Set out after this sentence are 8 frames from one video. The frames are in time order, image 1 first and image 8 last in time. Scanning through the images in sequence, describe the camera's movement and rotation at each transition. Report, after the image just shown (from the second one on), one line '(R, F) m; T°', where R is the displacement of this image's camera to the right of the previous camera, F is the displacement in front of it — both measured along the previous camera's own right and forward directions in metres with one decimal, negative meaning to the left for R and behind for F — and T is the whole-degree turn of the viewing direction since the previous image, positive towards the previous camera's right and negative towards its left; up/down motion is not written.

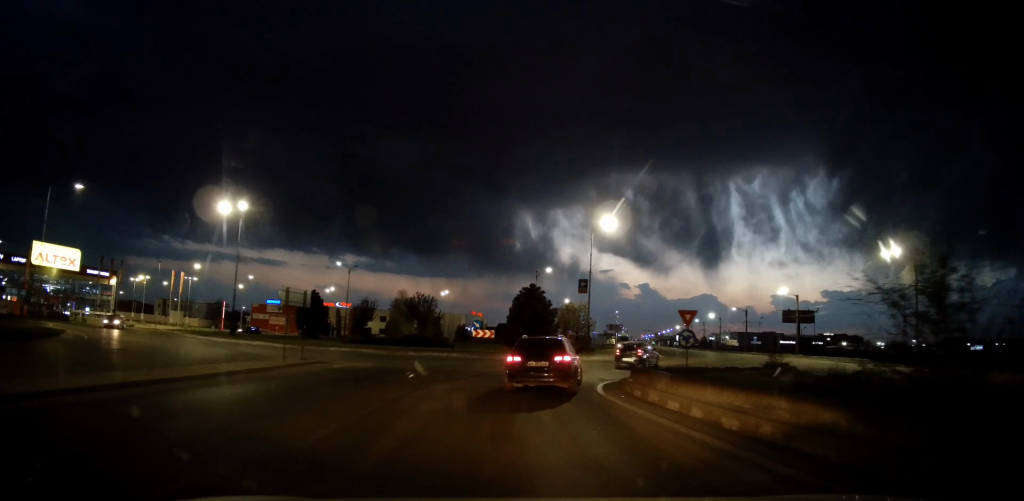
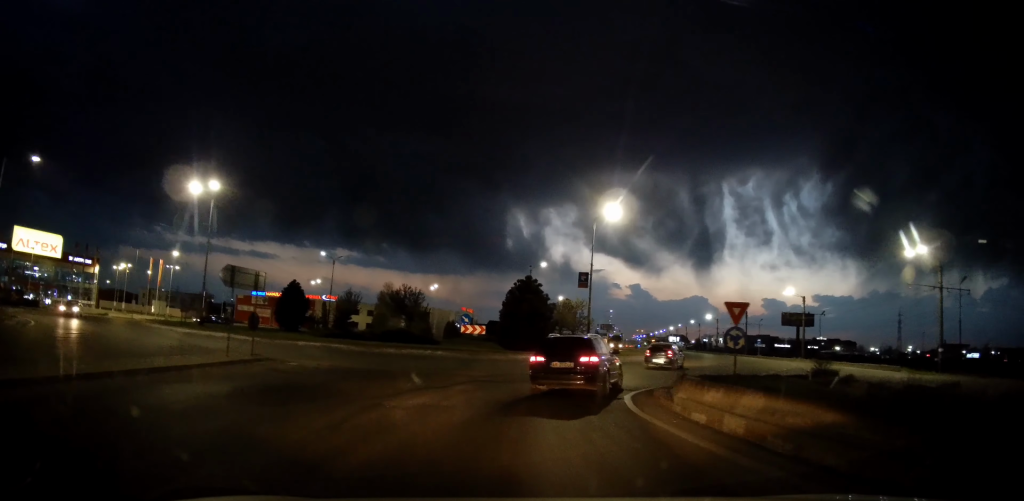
(+0.3, +4.0) m; 0°
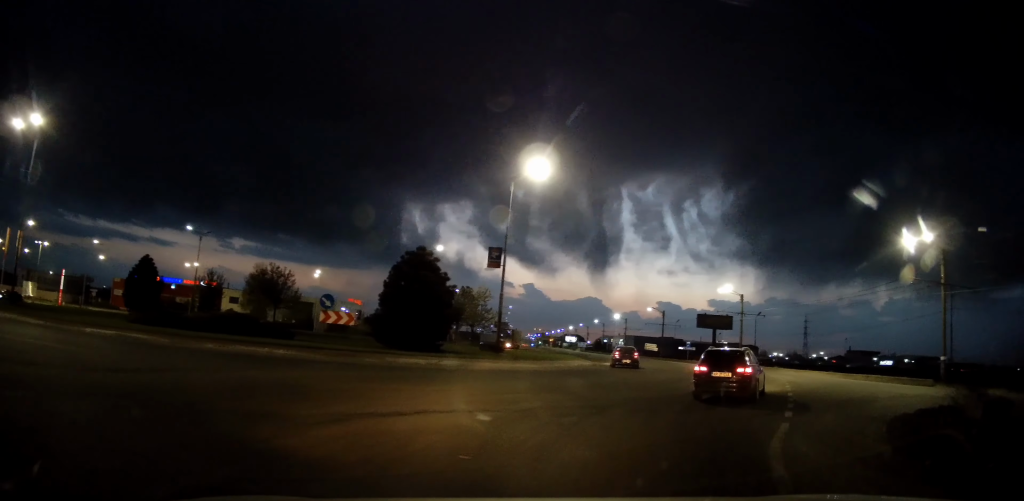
(+0.1, +11.8) m; +8°
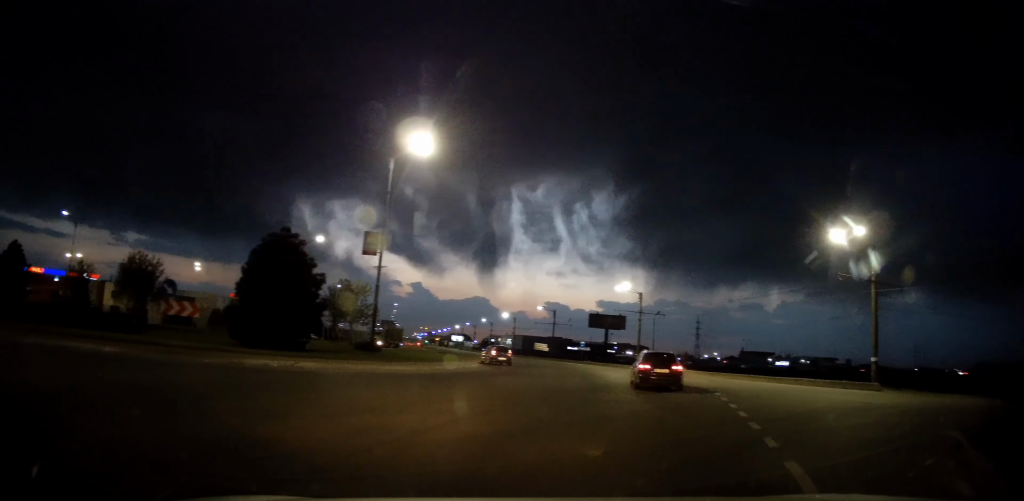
(+0.4, +4.6) m; +13°
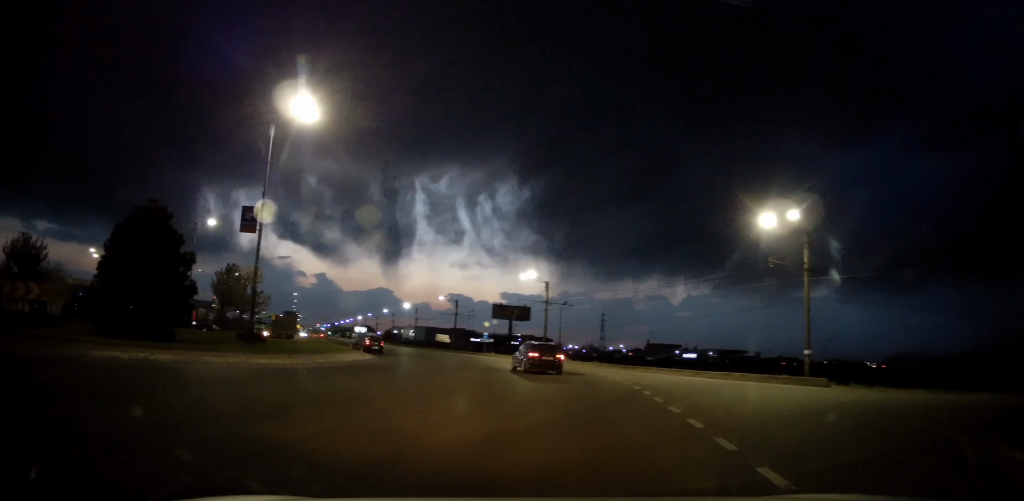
(+0.4, +3.2) m; +14°
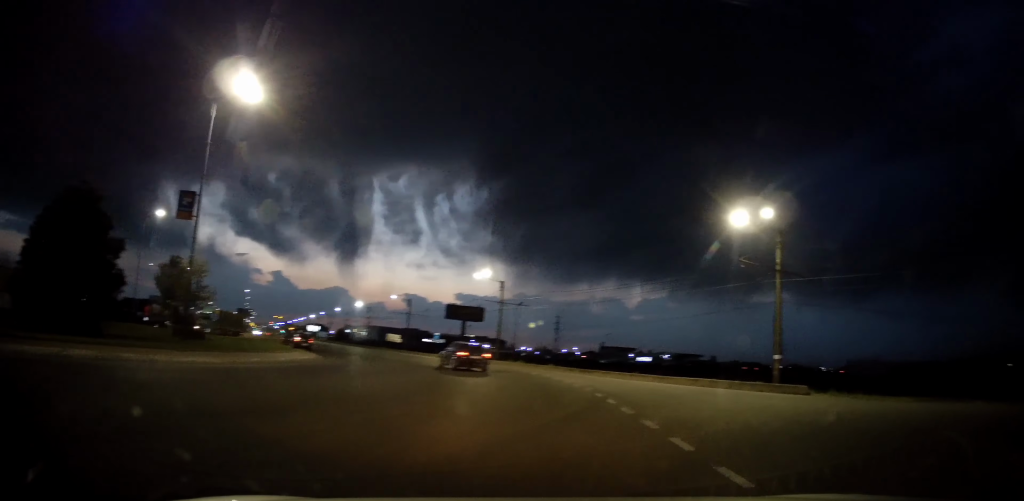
(+0.1, +1.8) m; +6°
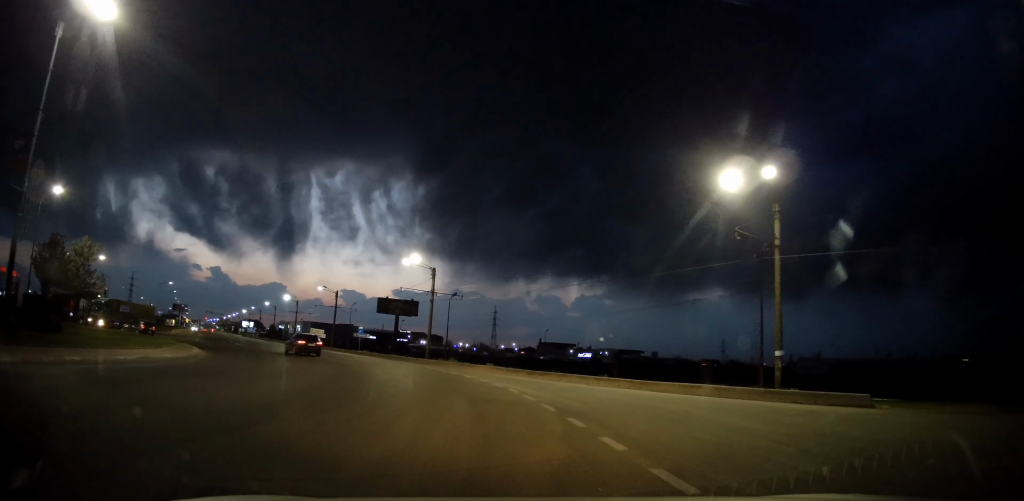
(+0.3, +6.1) m; -1°
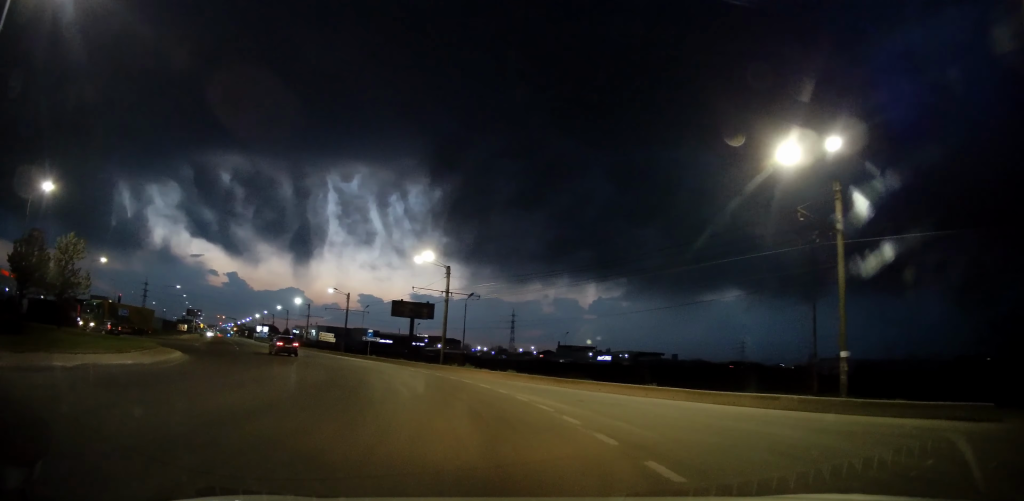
(-0.2, +3.1) m; -2°
